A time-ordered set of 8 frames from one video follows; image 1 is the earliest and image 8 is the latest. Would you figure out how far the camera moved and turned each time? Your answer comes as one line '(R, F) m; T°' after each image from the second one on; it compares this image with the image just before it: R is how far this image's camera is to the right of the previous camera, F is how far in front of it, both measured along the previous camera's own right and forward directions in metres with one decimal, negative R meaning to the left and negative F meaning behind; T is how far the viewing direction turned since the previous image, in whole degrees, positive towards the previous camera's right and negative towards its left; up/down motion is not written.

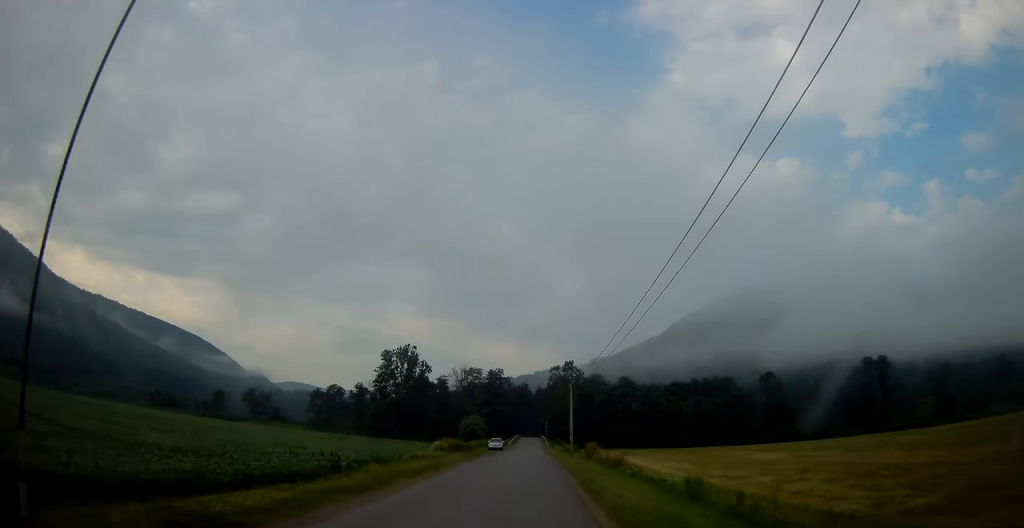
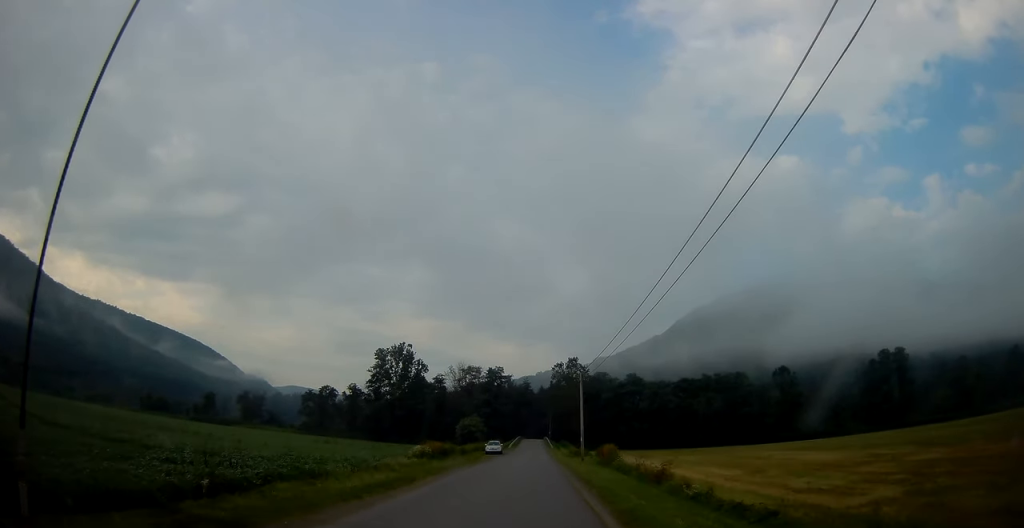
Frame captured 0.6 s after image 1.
(0.0, +9.4) m; 0°
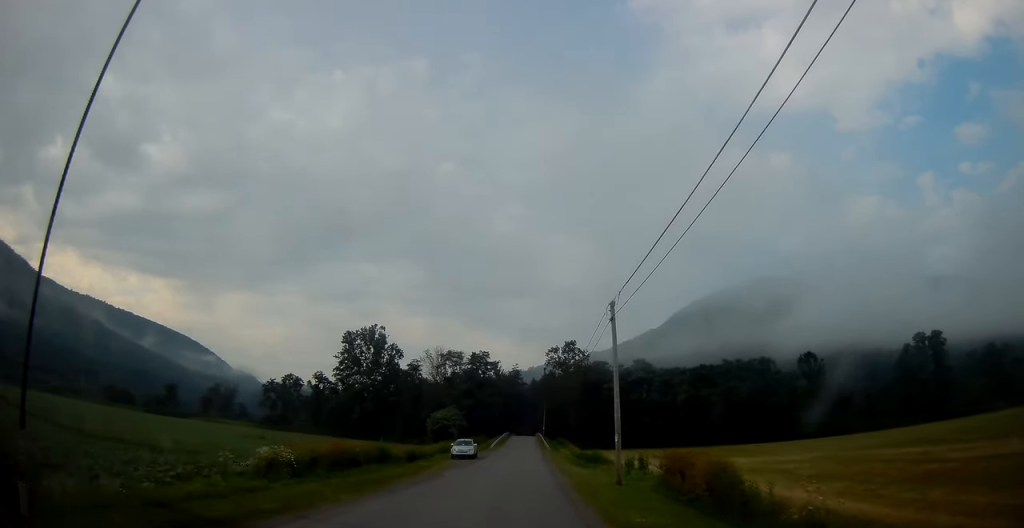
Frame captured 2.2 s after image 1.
(-0.4, +23.2) m; -1°
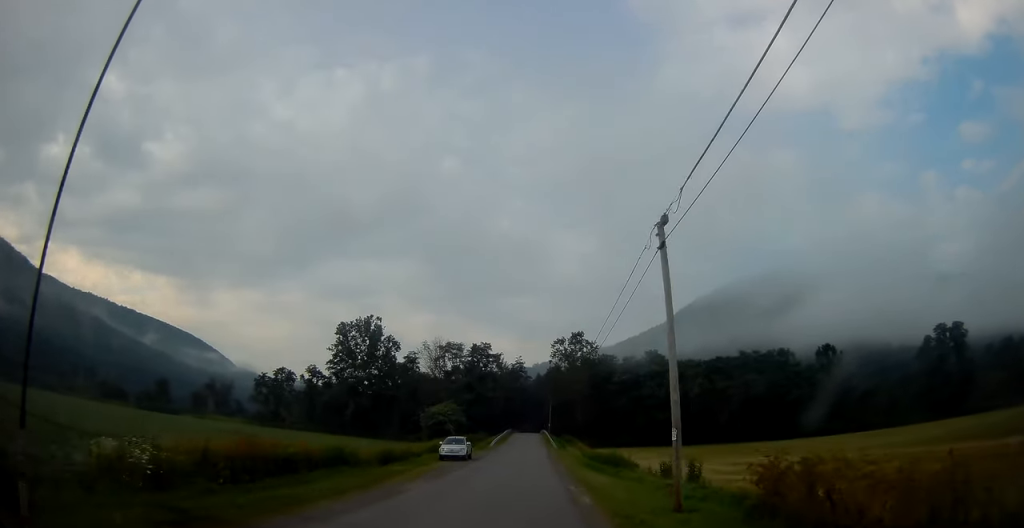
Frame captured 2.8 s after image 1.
(0.0, +8.4) m; 0°
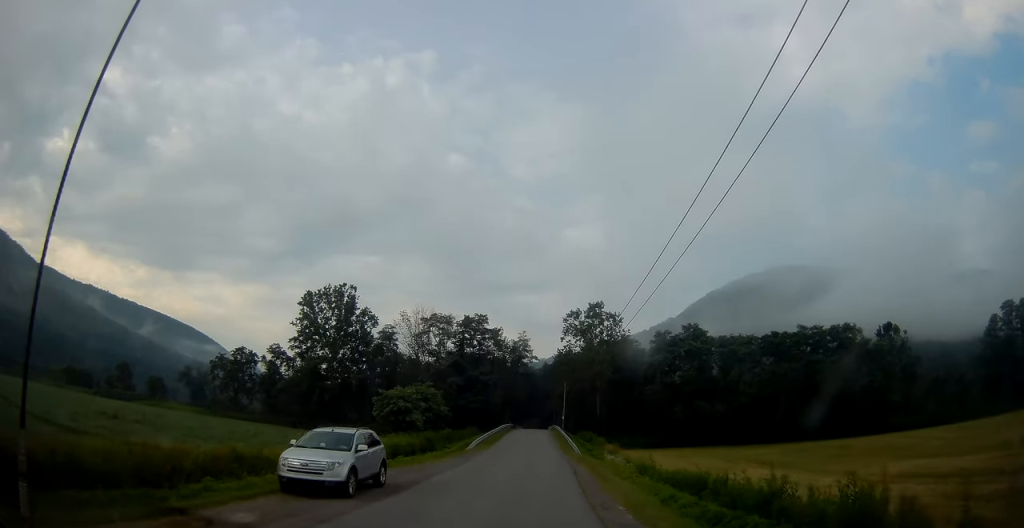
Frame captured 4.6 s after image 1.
(+0.4, +26.7) m; +1°
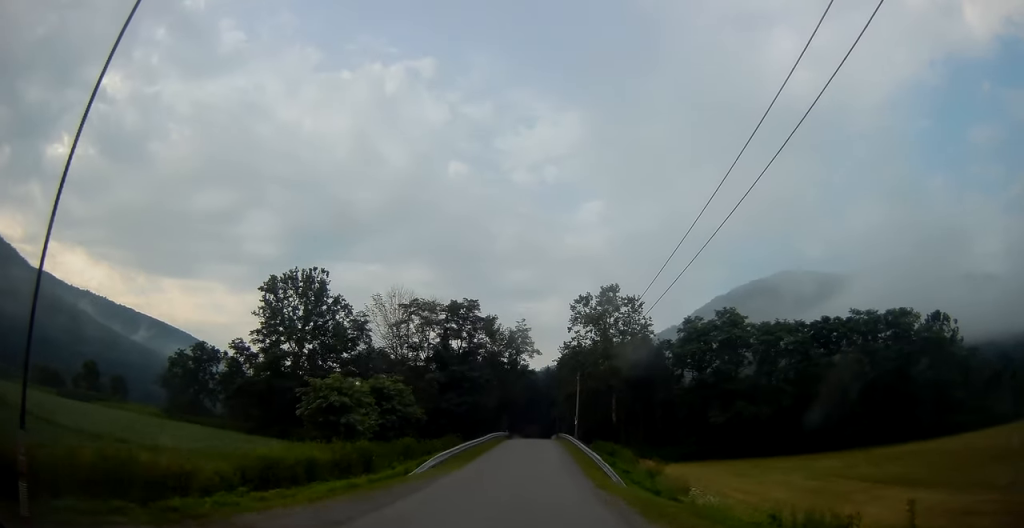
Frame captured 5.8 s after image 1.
(-0.1, +18.0) m; -1°
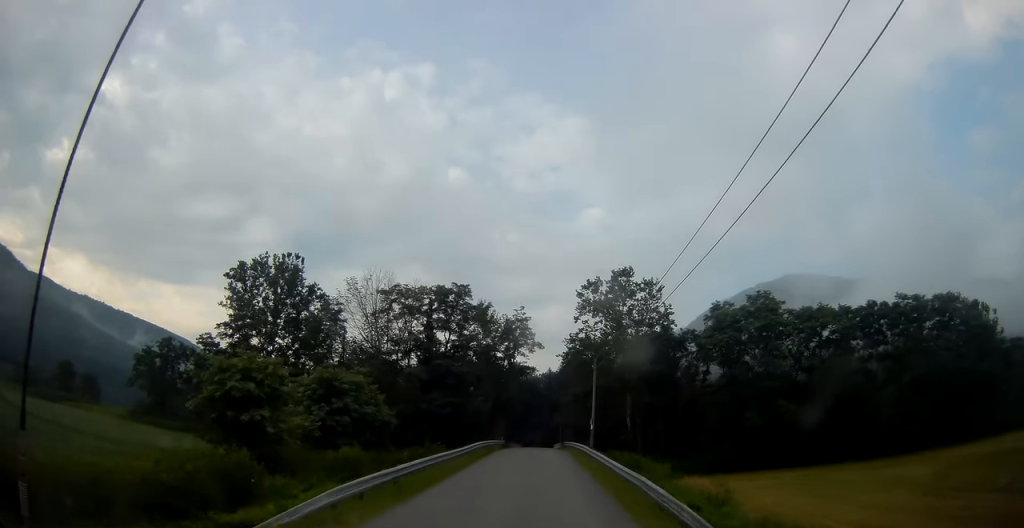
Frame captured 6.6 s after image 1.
(-0.2, +12.5) m; -1°
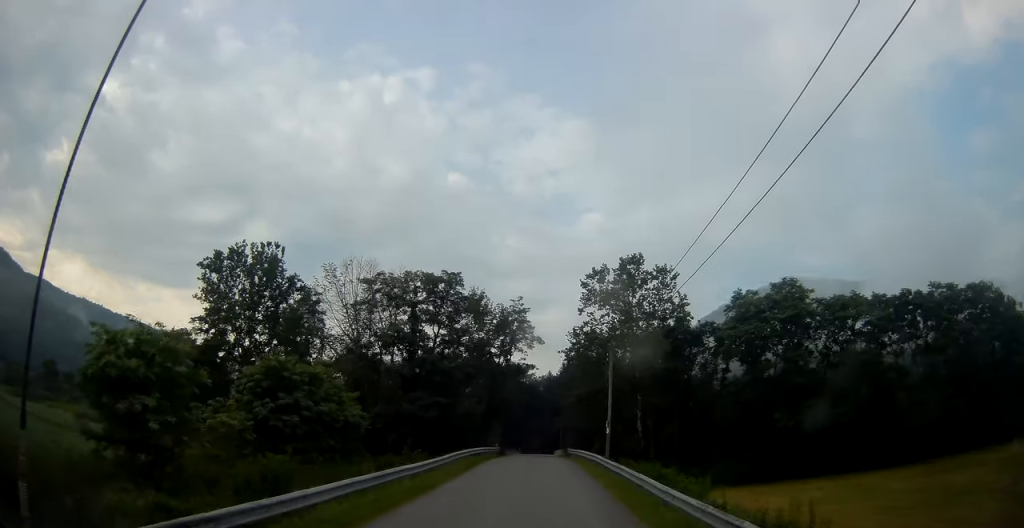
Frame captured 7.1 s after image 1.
(0.0, +7.9) m; +1°
